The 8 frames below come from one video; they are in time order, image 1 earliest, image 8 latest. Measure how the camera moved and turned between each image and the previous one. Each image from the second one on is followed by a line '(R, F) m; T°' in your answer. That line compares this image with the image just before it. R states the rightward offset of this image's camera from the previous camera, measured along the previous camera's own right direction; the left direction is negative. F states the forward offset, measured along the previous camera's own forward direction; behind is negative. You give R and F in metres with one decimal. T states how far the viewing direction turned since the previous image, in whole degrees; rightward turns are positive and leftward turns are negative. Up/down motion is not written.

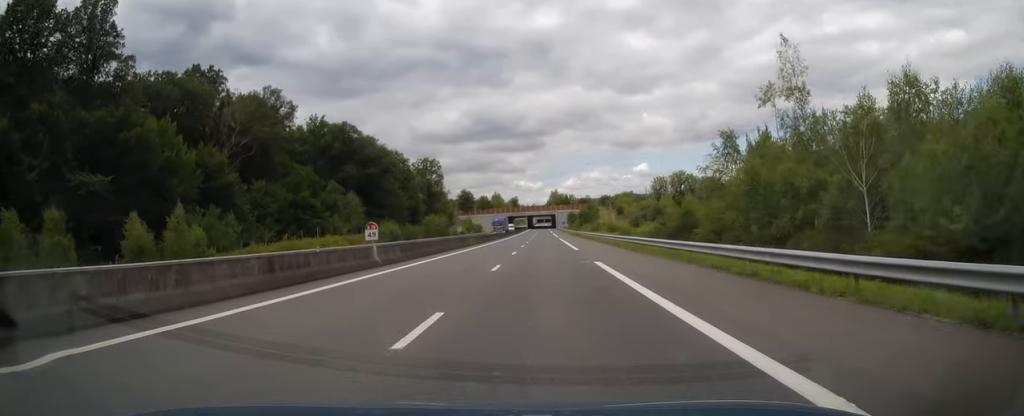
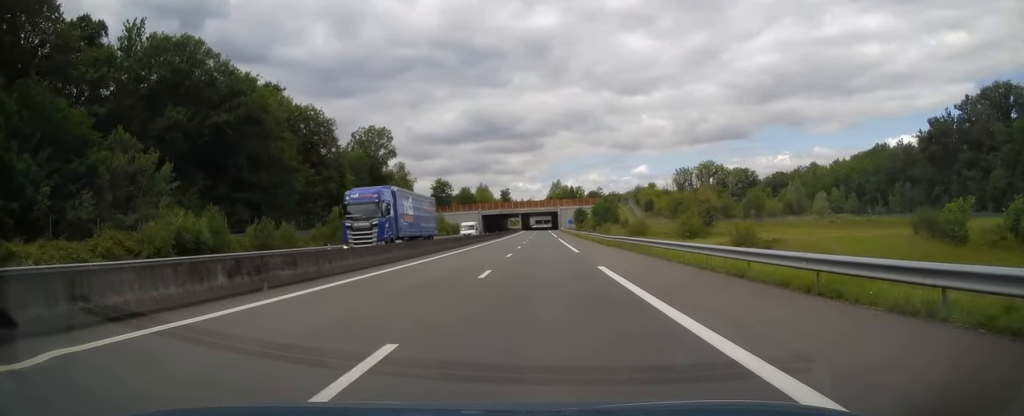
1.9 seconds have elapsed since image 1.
(+0.6, +54.3) m; +1°
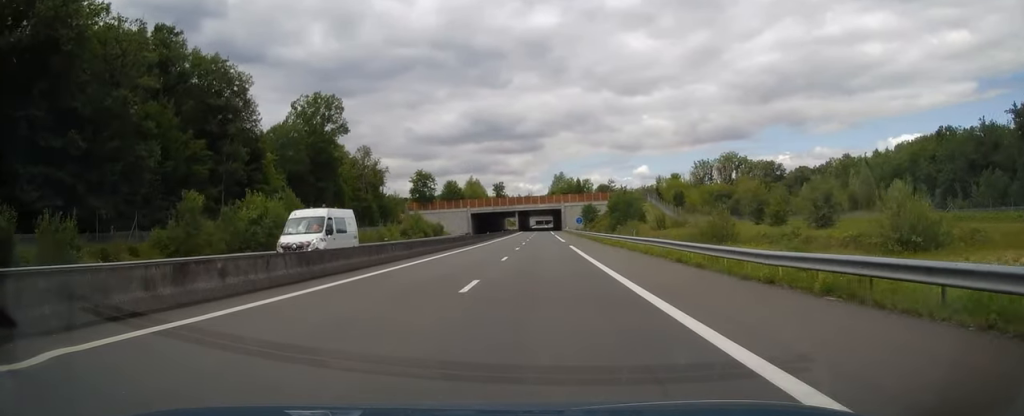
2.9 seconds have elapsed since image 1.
(0.0, +29.8) m; 0°
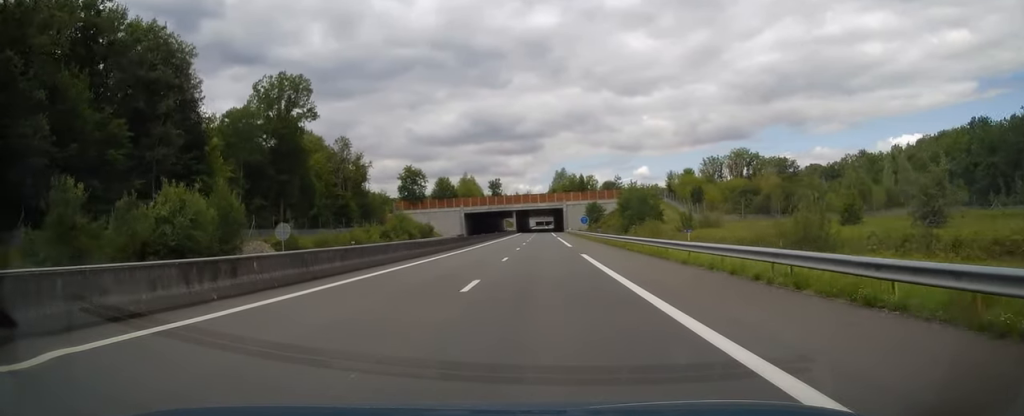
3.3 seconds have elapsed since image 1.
(0.0, +12.7) m; 0°
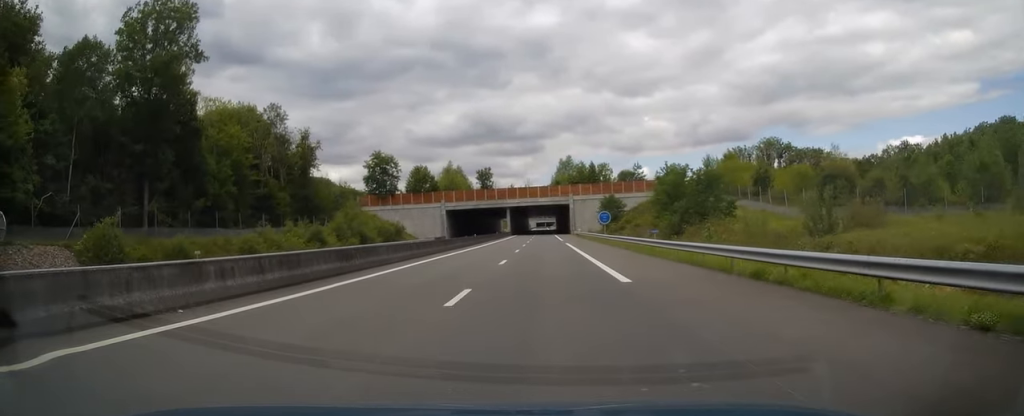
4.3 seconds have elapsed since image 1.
(0.0, +28.4) m; 0°
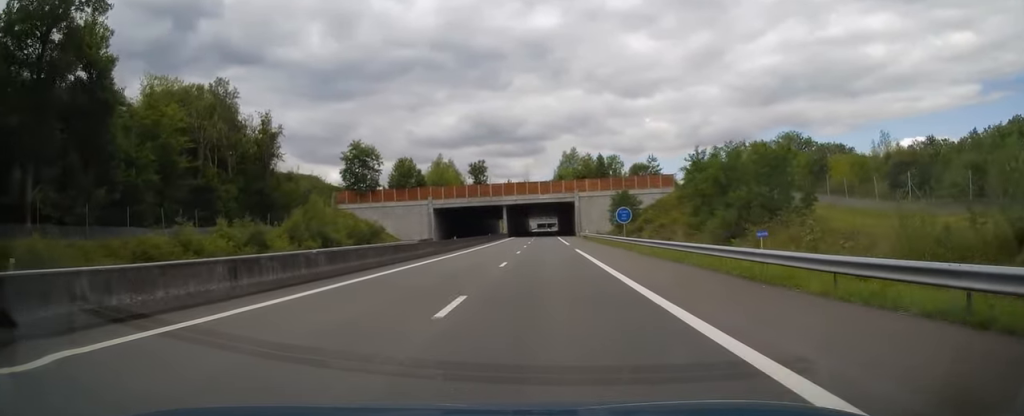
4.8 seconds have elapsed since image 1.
(0.0, +14.2) m; 0°
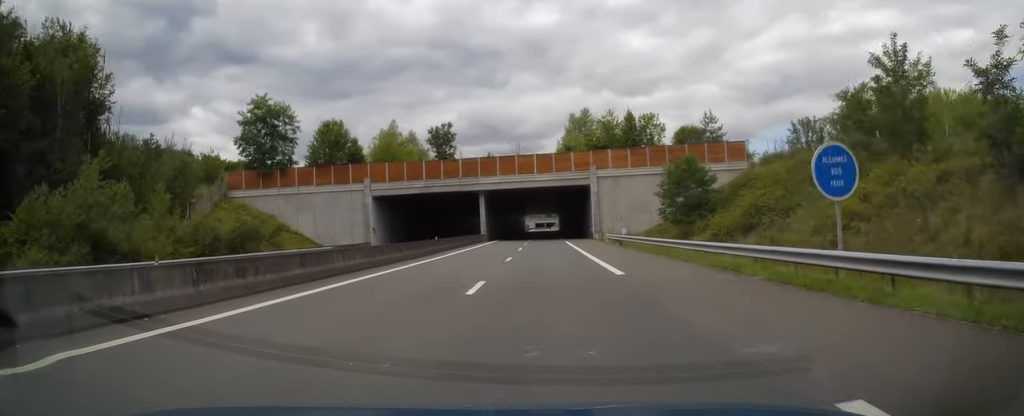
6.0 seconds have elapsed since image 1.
(-0.2, +35.6) m; -1°
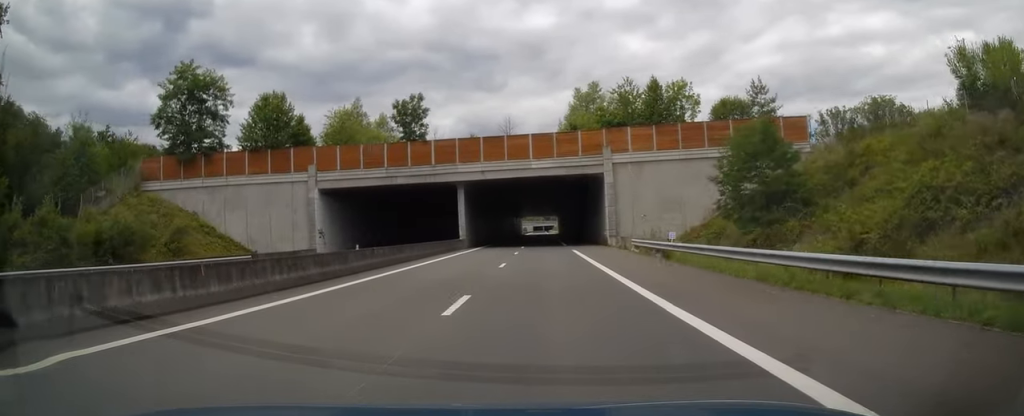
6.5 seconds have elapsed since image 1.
(-0.3, +15.6) m; 0°
